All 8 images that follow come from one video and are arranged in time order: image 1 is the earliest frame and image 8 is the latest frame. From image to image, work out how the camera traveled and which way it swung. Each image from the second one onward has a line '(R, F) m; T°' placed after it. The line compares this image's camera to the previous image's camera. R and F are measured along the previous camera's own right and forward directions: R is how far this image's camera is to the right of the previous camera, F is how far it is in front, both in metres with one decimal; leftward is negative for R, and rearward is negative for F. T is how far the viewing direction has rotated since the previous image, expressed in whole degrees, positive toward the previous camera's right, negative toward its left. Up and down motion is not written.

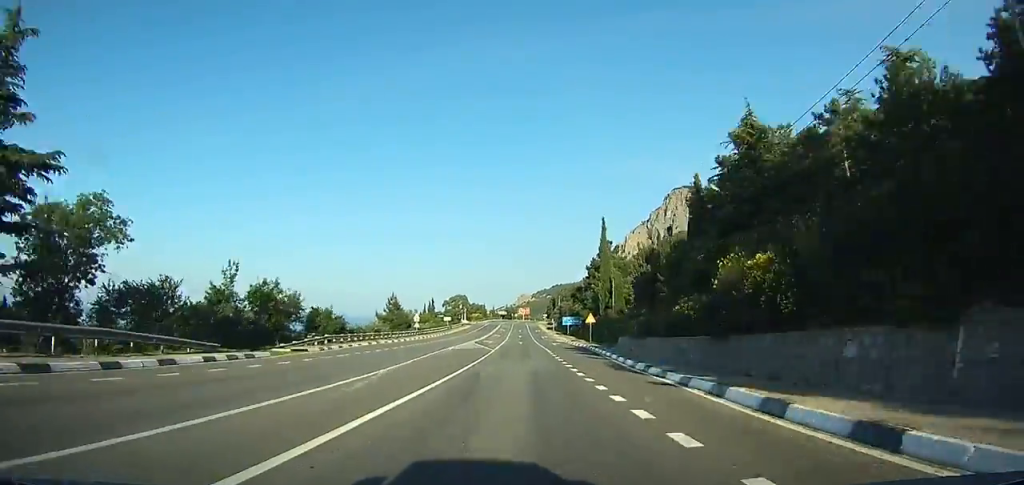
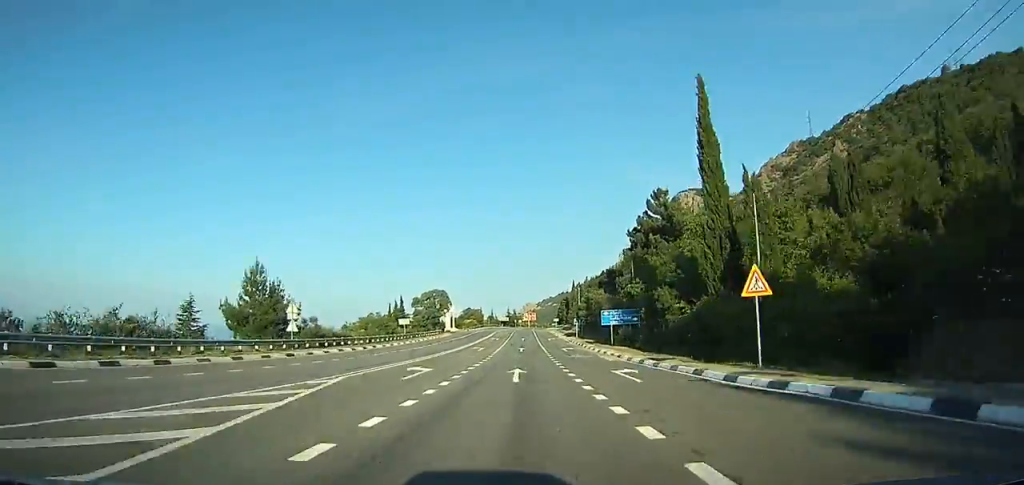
(+0.2, +44.4) m; 0°
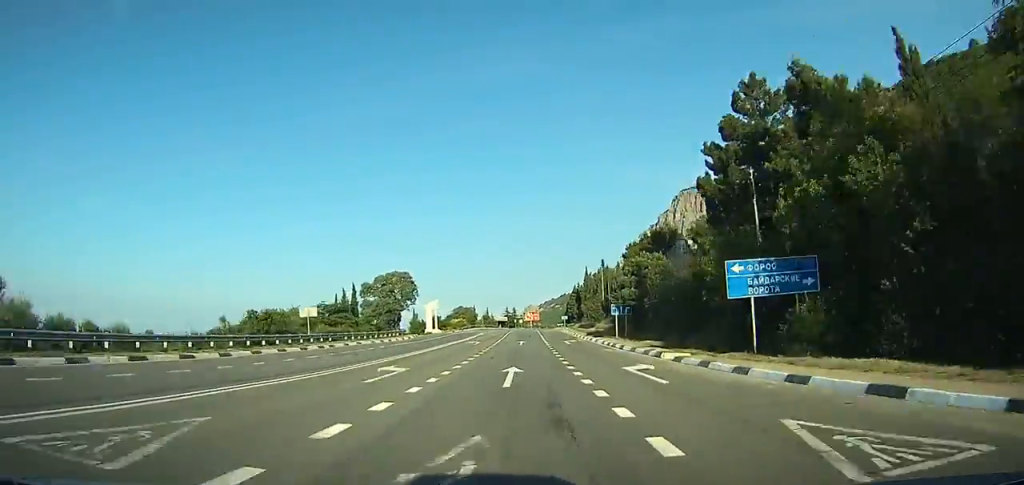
(0.0, +30.8) m; 0°
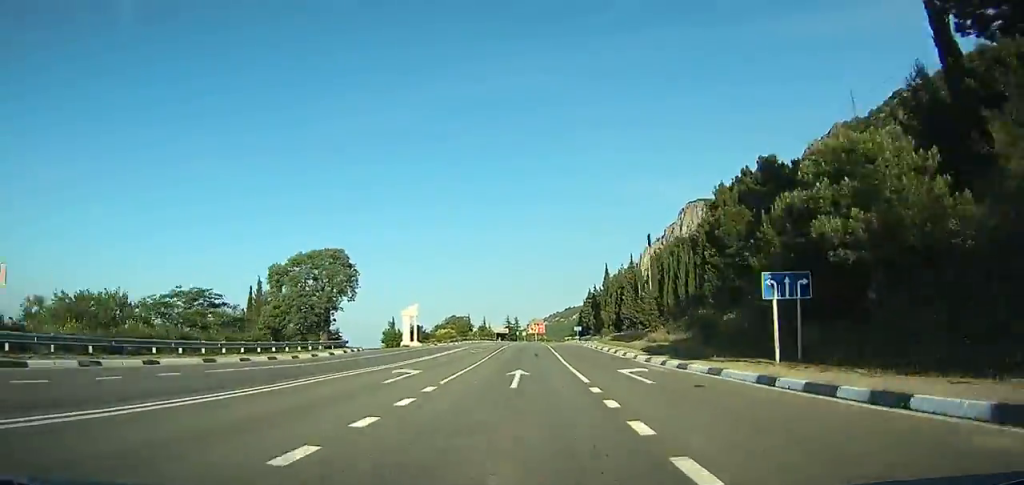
(0.0, +24.1) m; 0°
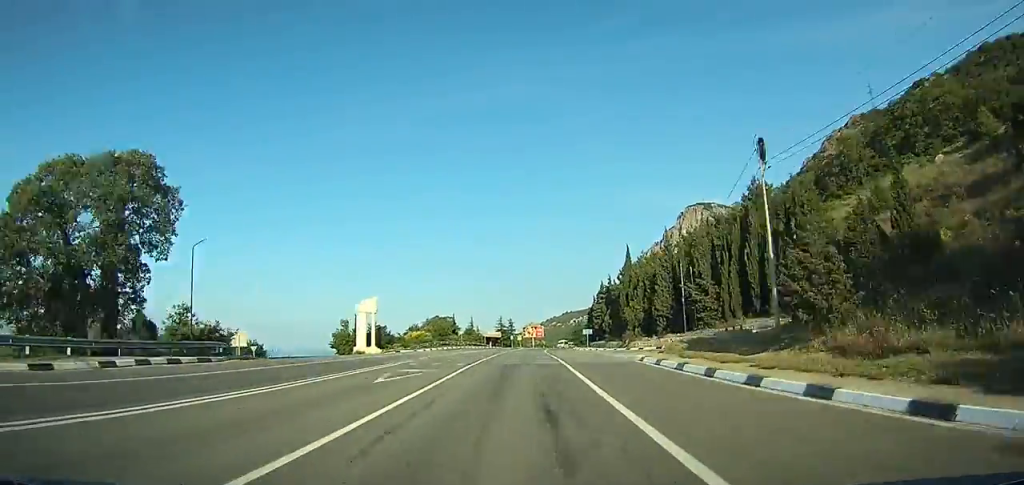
(0.0, +21.0) m; +1°
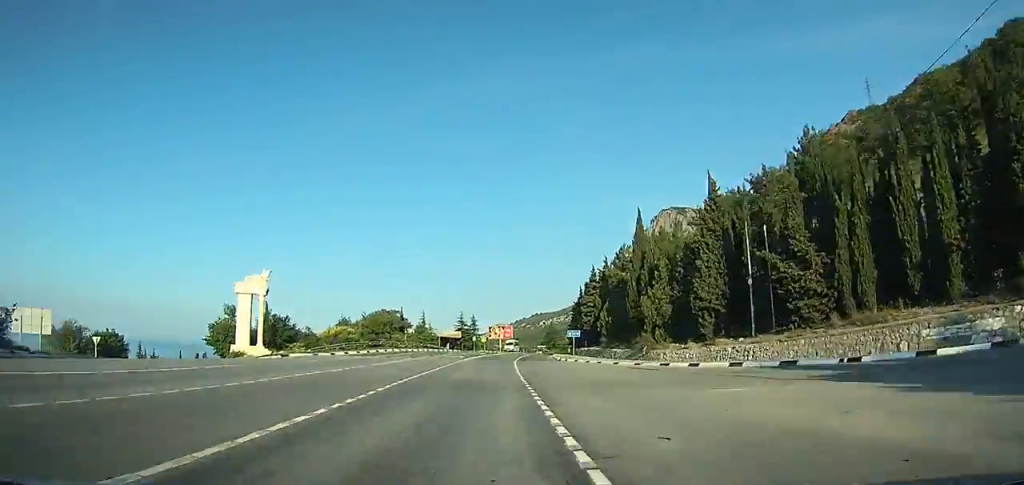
(0.0, +23.7) m; +1°
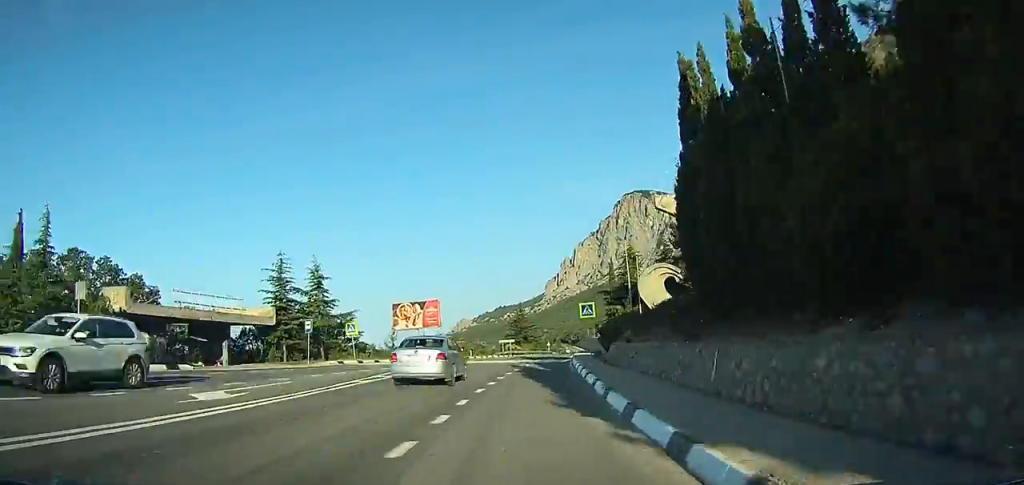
(+2.6, +90.6) m; +5°
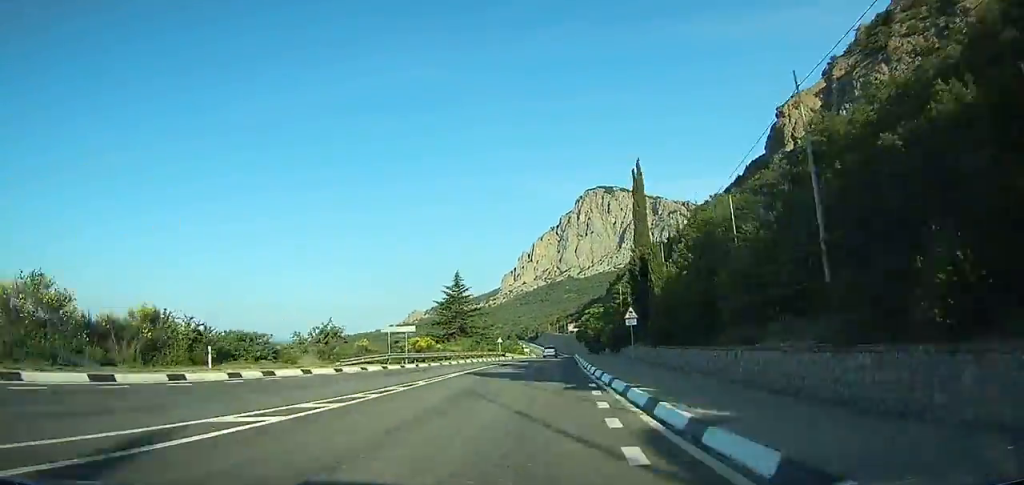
(+2.7, +57.3) m; +4°
